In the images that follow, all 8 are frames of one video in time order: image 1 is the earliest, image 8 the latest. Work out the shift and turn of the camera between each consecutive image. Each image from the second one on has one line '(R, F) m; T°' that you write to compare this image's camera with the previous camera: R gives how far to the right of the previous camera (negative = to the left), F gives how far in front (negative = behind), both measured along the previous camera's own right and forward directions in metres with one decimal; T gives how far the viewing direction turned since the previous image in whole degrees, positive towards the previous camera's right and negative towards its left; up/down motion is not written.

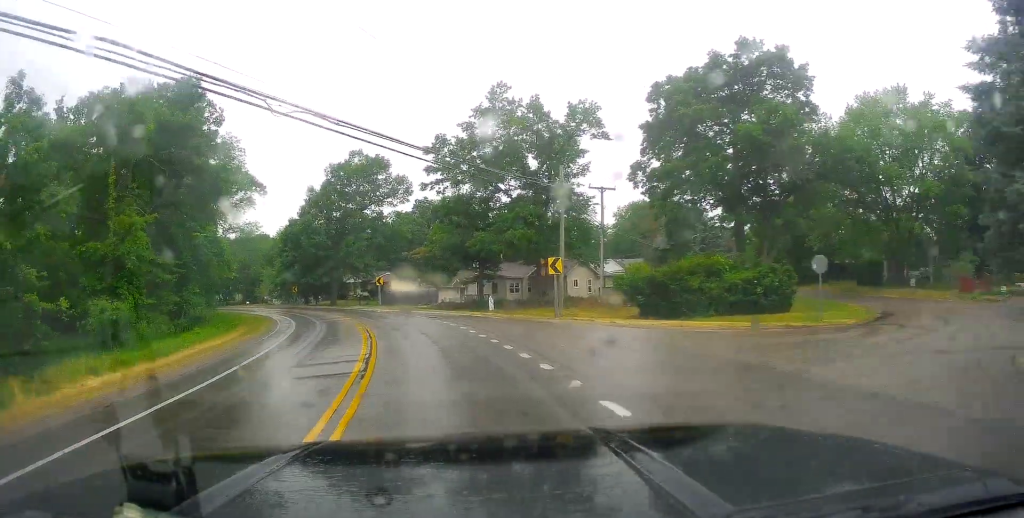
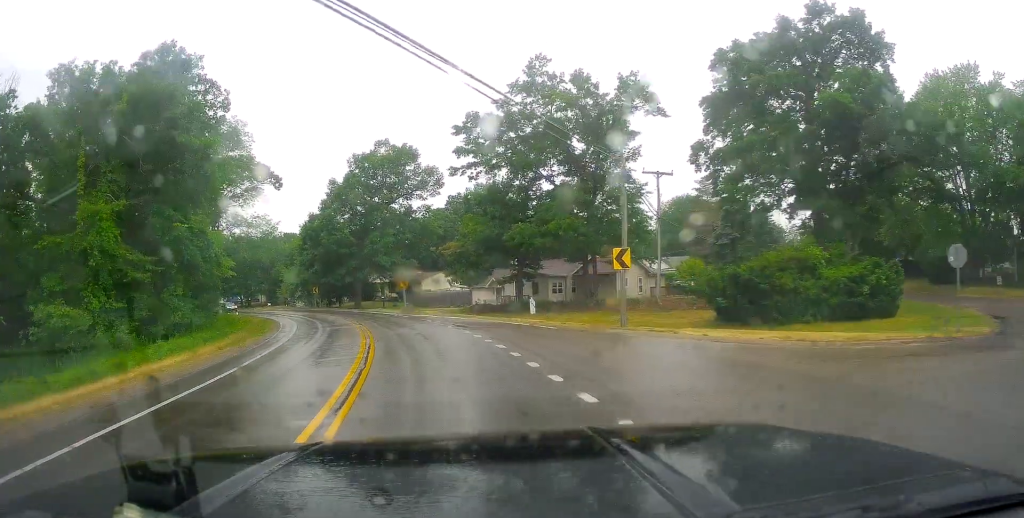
(-0.1, +6.8) m; -4°
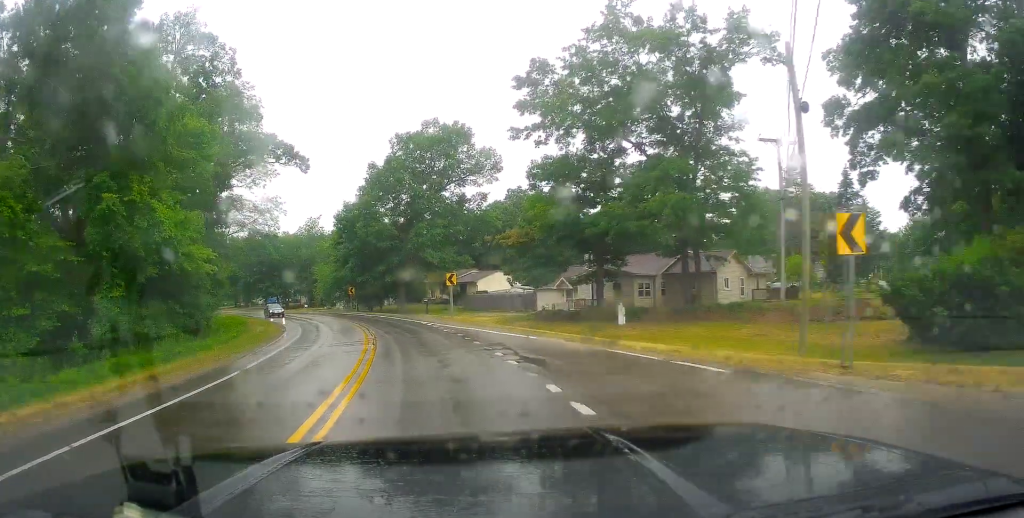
(-1.2, +11.1) m; -8°
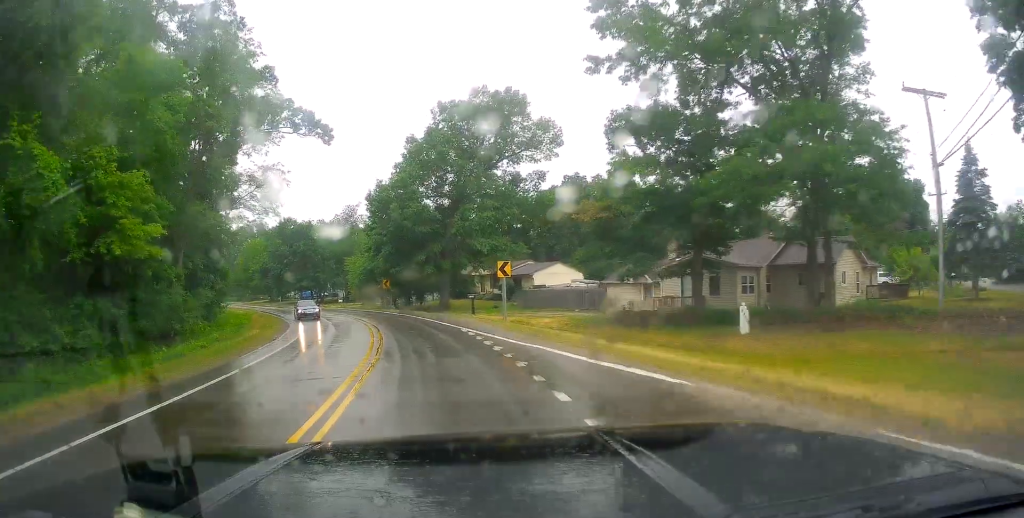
(-0.5, +9.7) m; -2°
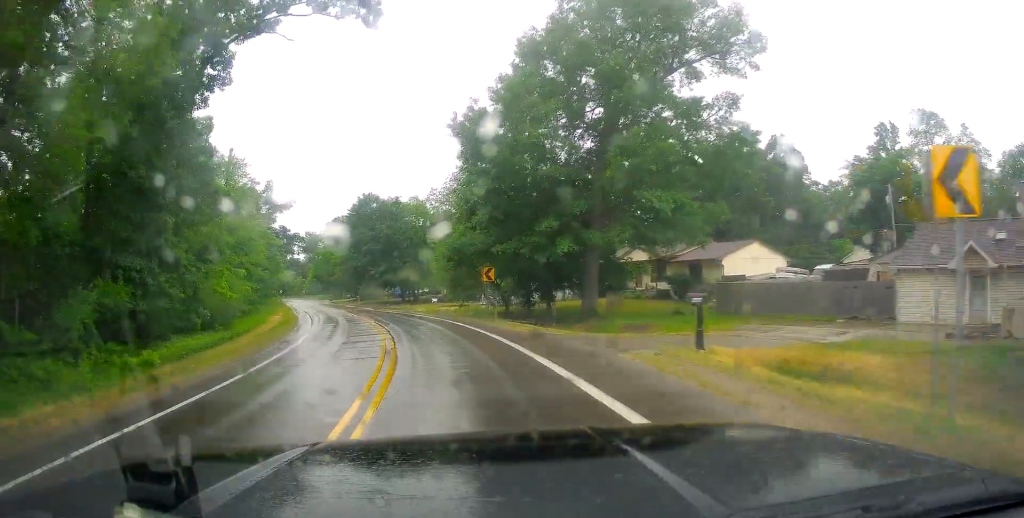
(-1.2, +23.2) m; -10°
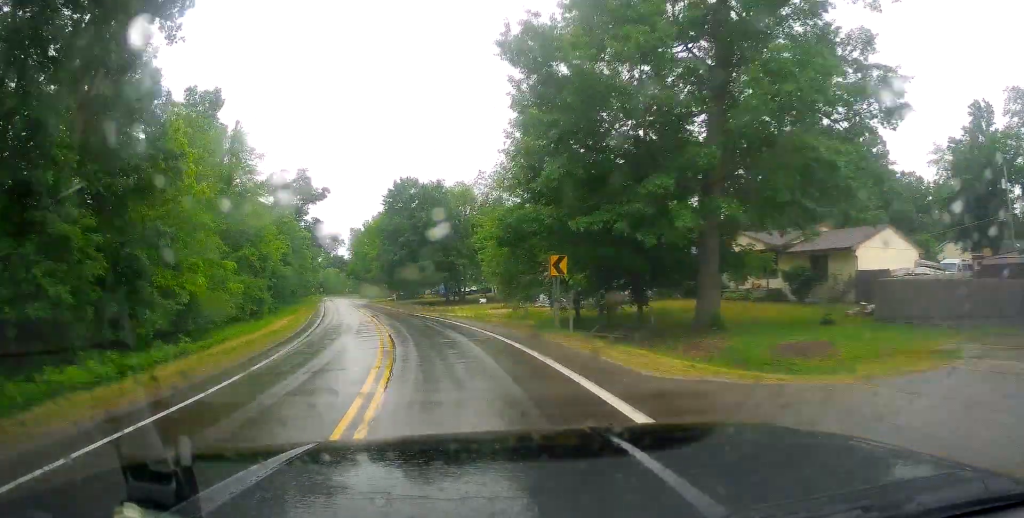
(-1.1, +10.7) m; -6°
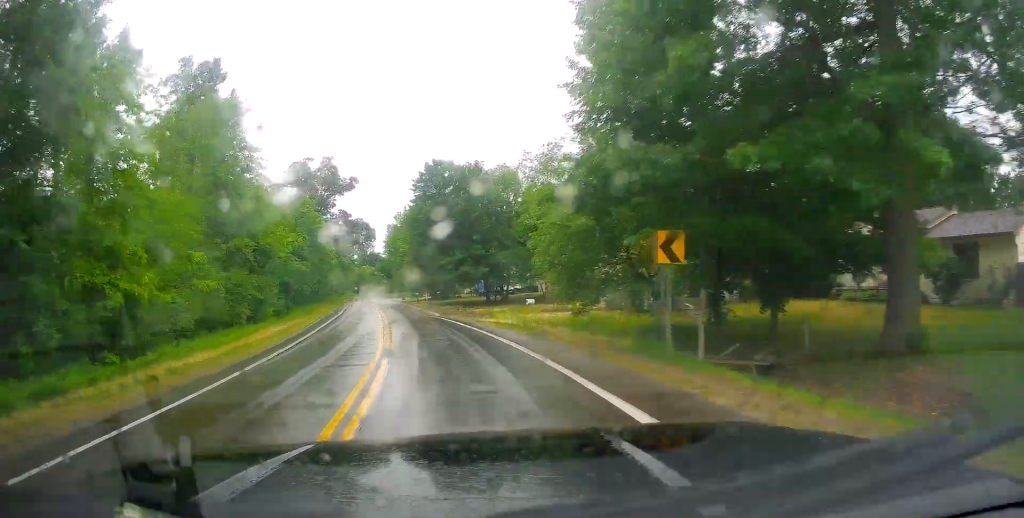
(-0.3, +9.5) m; -4°
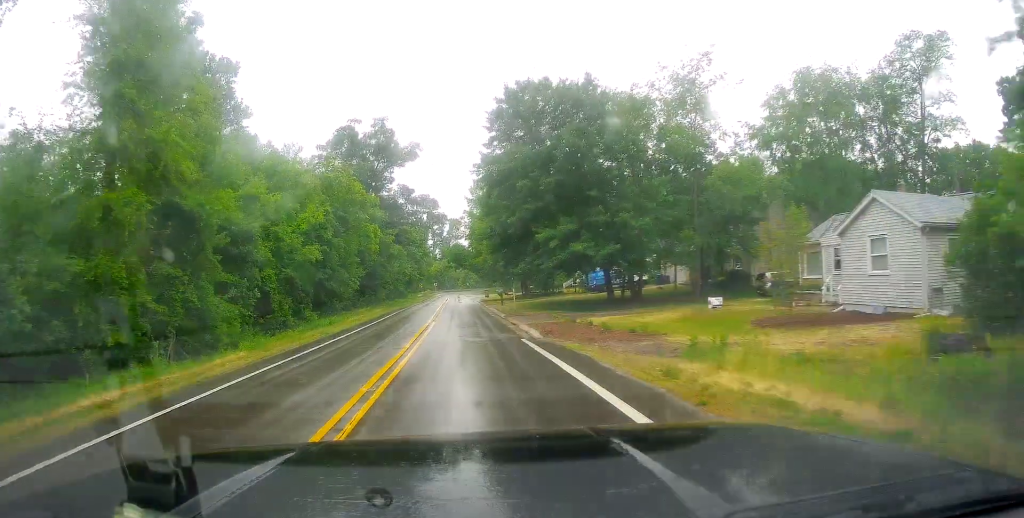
(-2.0, +22.4) m; -10°
